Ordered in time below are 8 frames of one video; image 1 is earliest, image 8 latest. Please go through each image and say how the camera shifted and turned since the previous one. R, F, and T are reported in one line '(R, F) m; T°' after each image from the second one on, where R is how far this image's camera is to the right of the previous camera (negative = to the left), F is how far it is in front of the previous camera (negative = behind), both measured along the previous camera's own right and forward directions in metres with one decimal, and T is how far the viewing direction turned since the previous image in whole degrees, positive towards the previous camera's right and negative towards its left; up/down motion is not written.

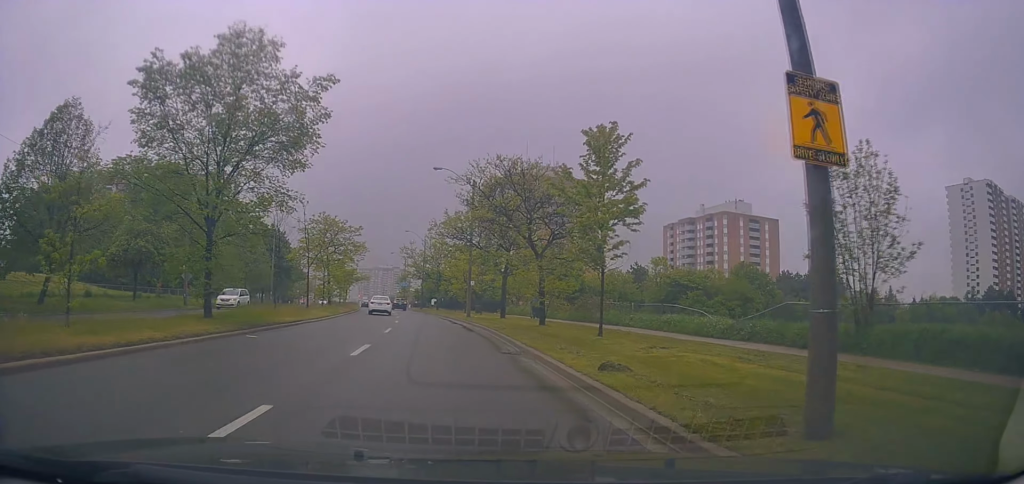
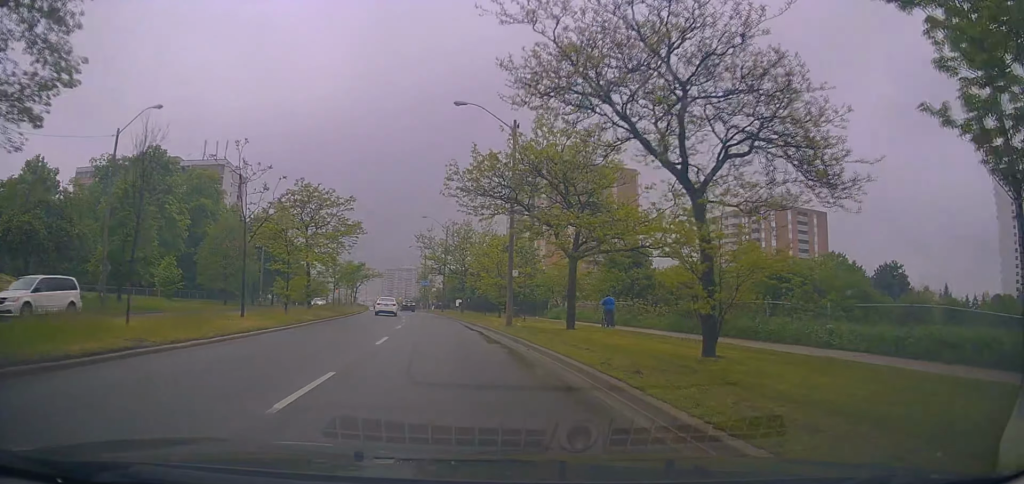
(0.0, +14.6) m; -1°
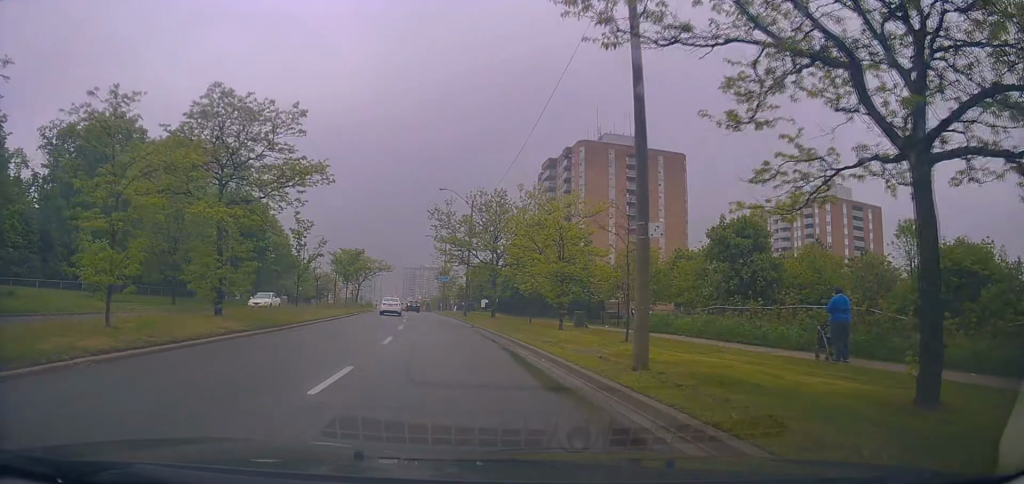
(-0.3, +16.5) m; -5°
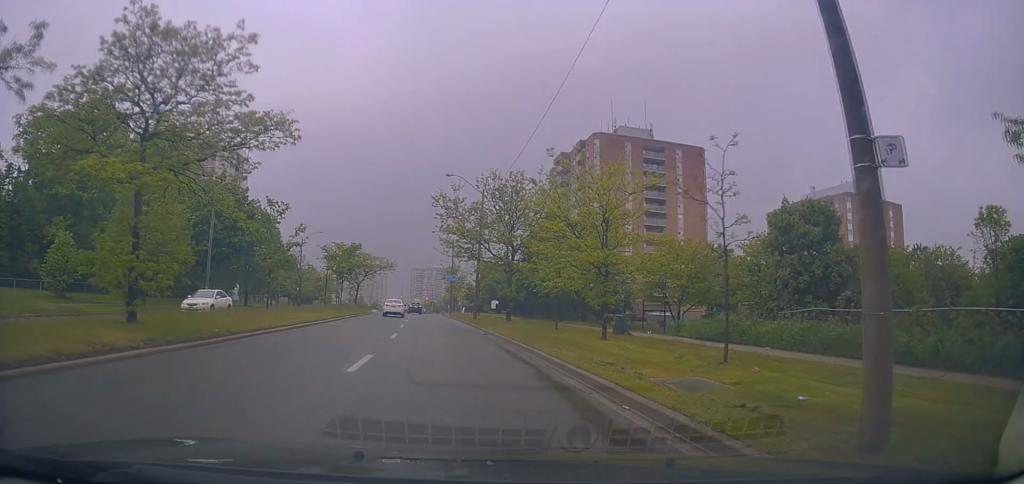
(-0.3, +6.1) m; -1°
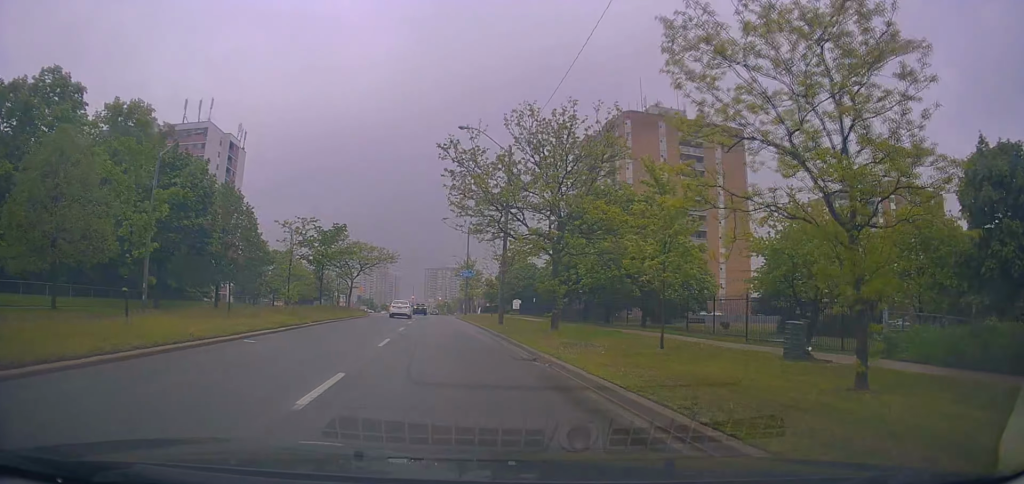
(-0.5, +12.2) m; -1°
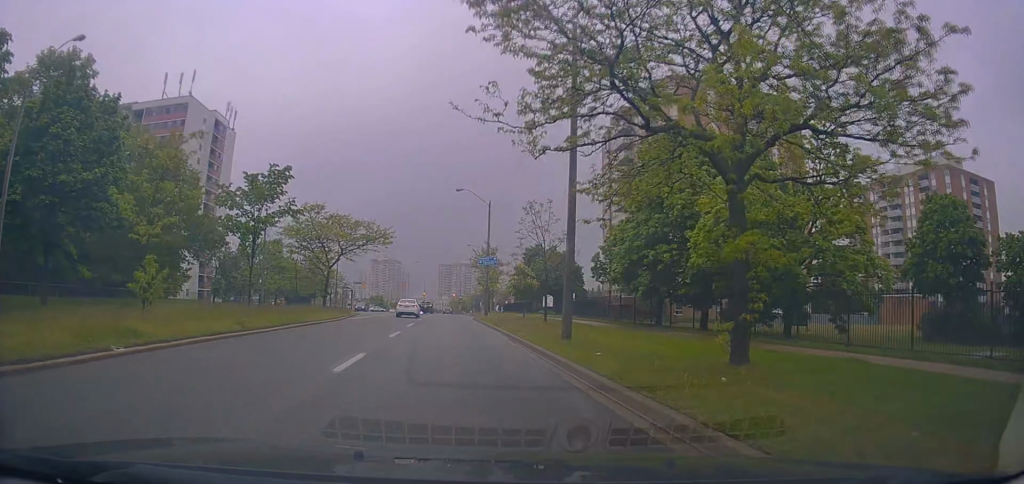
(+0.2, +14.9) m; -2°
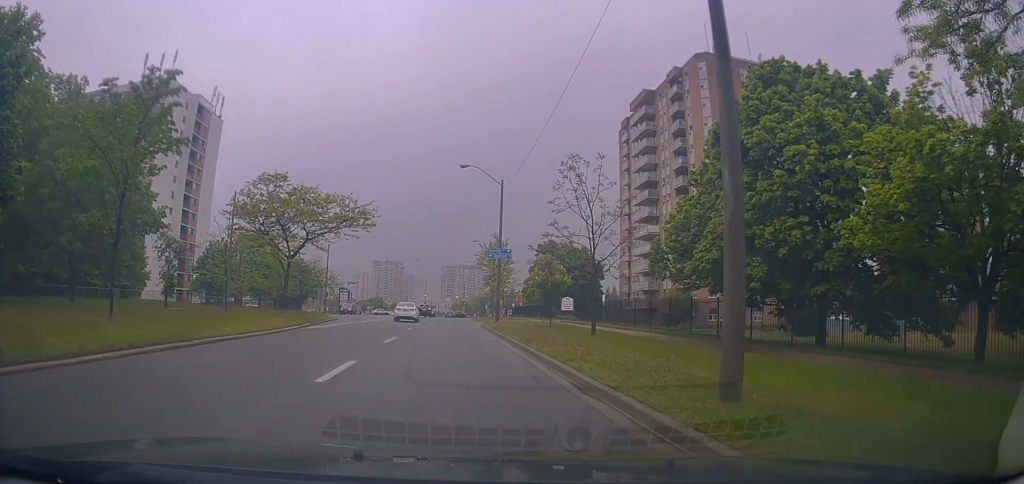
(-0.6, +9.8) m; -2°
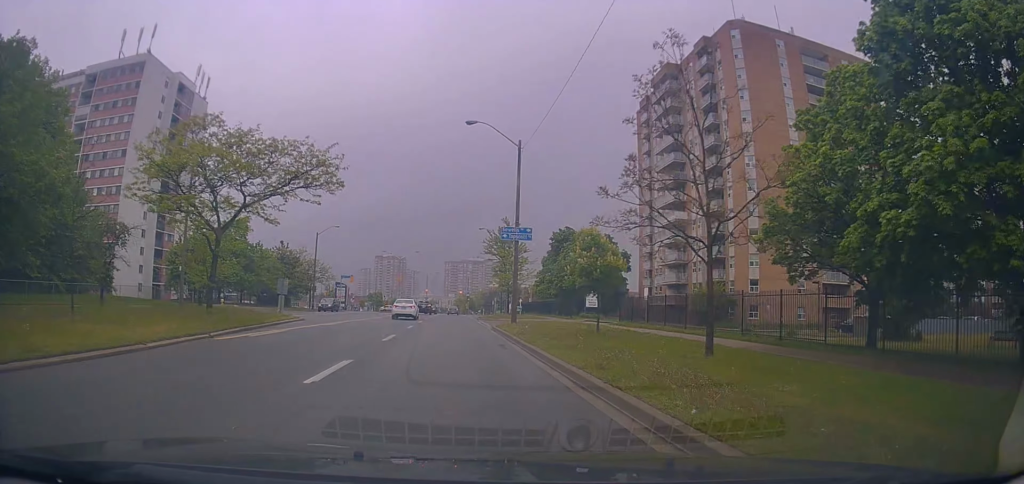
(+0.2, +9.2) m; +2°
